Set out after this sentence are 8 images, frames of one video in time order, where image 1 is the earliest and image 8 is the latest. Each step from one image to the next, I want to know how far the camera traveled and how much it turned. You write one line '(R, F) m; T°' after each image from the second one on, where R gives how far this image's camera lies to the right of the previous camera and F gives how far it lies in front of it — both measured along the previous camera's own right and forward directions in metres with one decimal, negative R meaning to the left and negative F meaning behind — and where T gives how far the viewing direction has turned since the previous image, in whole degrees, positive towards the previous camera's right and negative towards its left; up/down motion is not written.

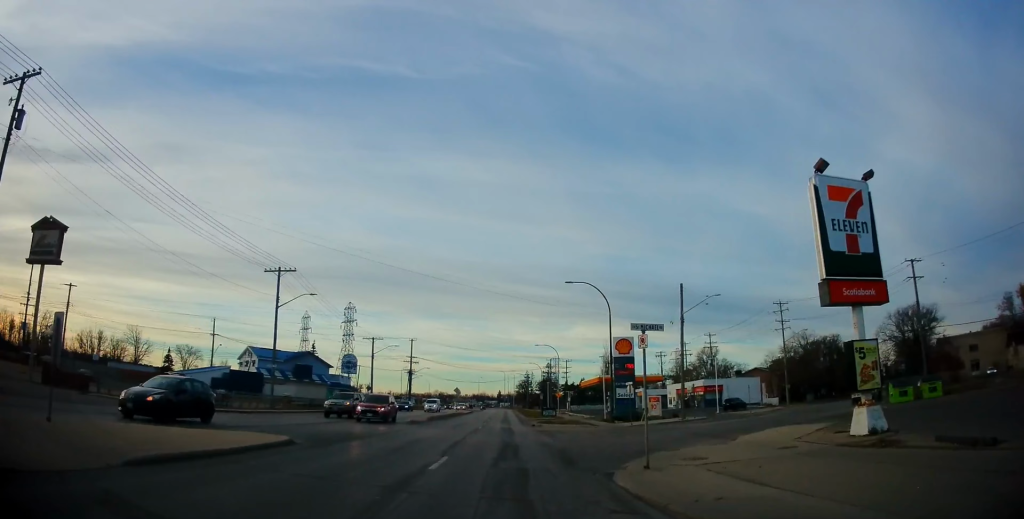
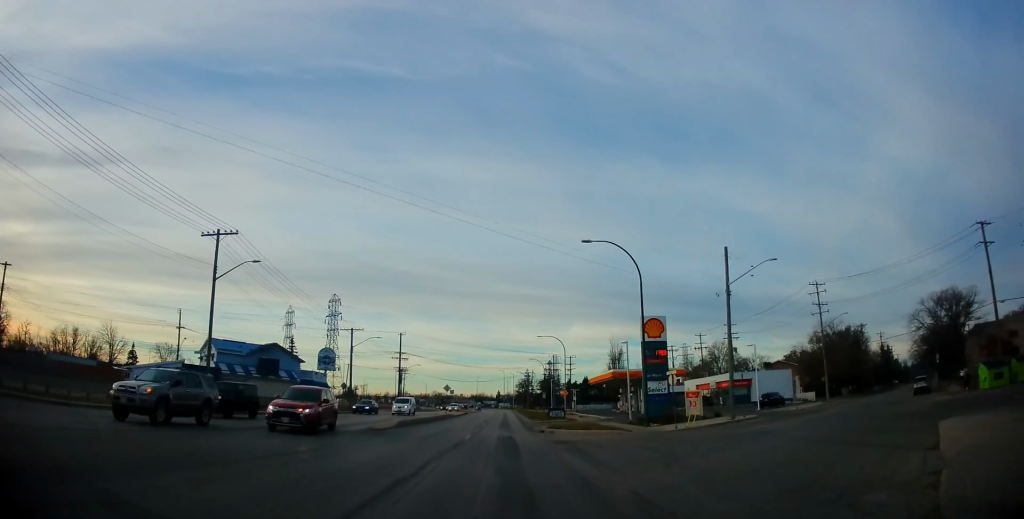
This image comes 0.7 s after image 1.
(+0.2, +11.0) m; 0°
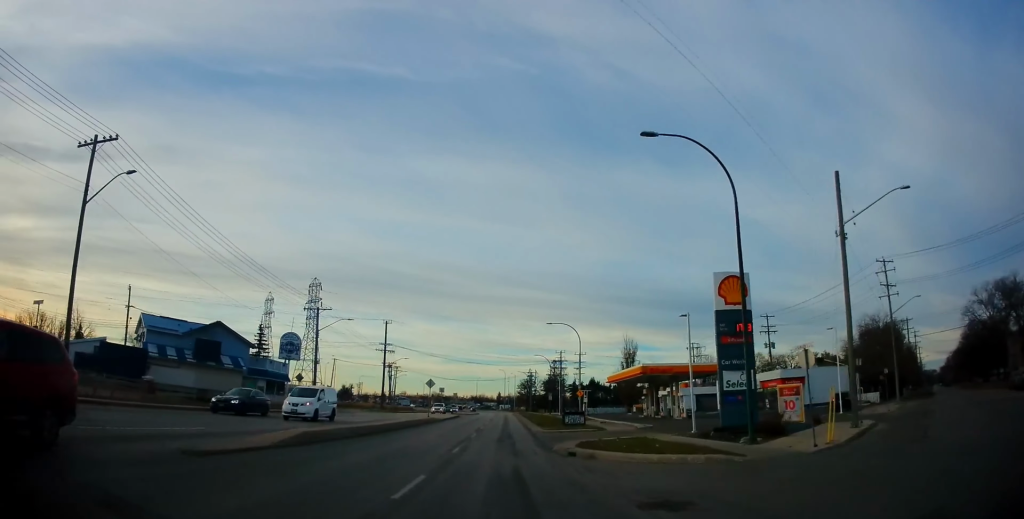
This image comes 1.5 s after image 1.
(-0.3, +14.2) m; -1°
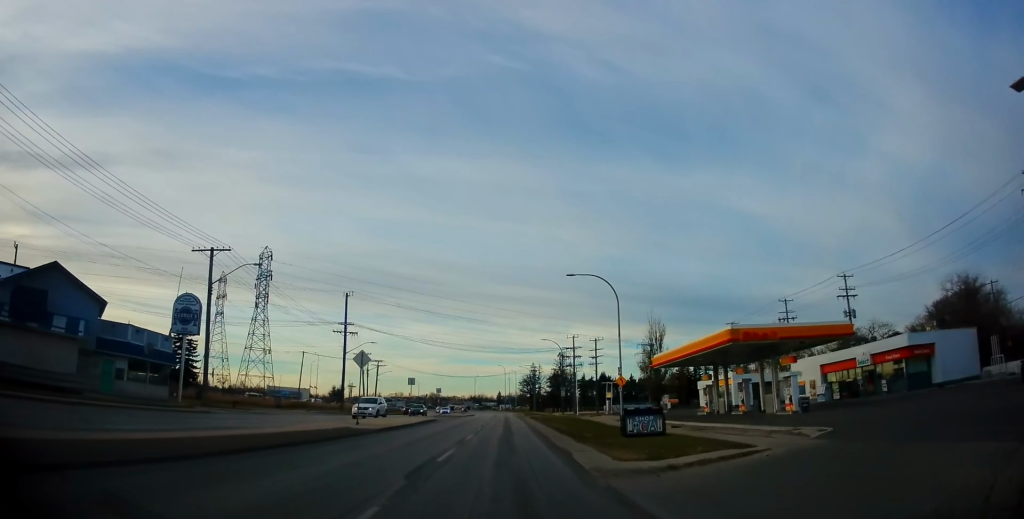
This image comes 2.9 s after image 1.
(+0.4, +22.4) m; +2°
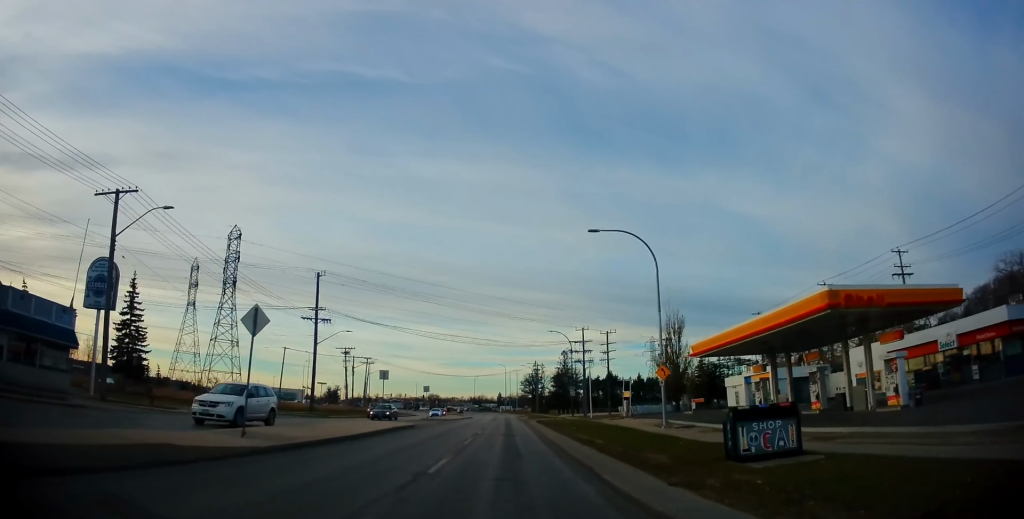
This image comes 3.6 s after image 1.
(+0.2, +11.1) m; 0°
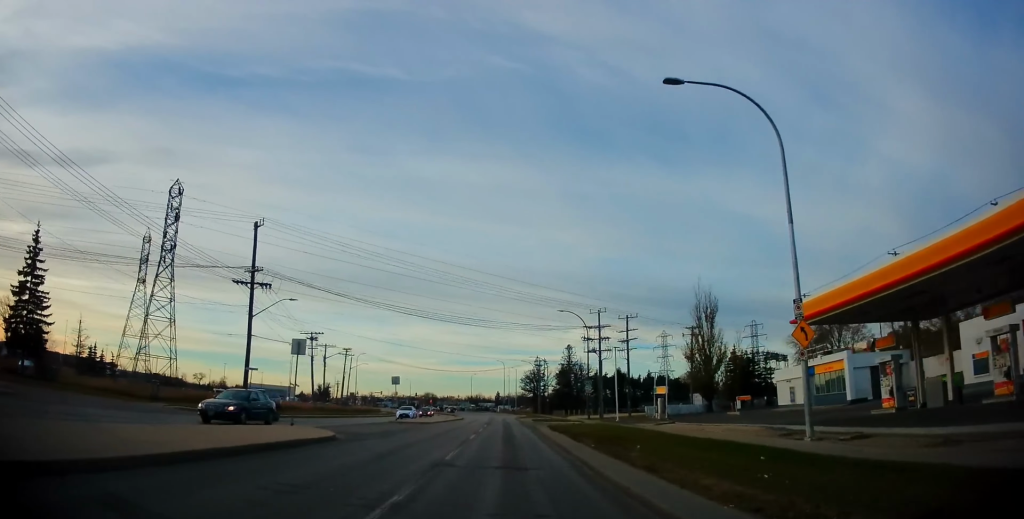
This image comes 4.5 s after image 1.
(-0.3, +15.5) m; 0°
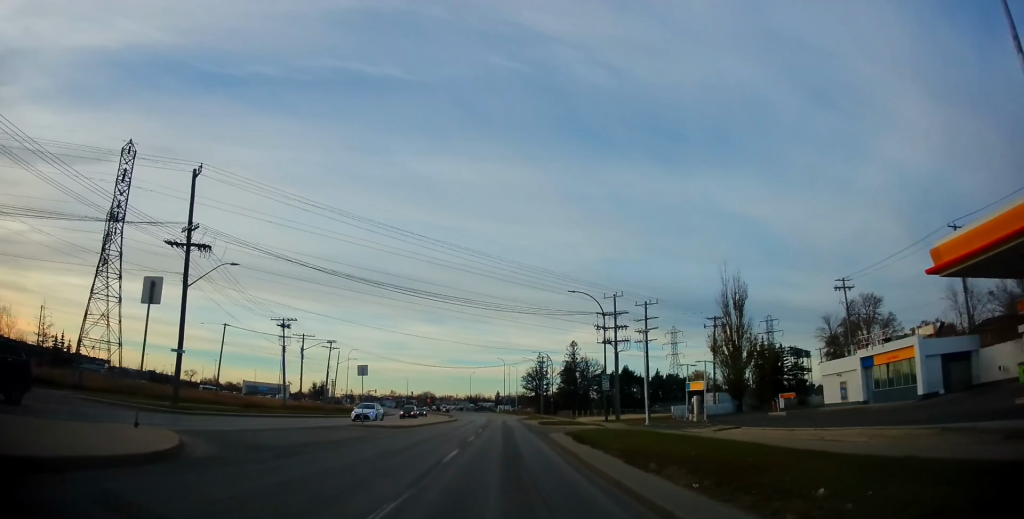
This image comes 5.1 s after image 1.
(+0.1, +9.8) m; 0°
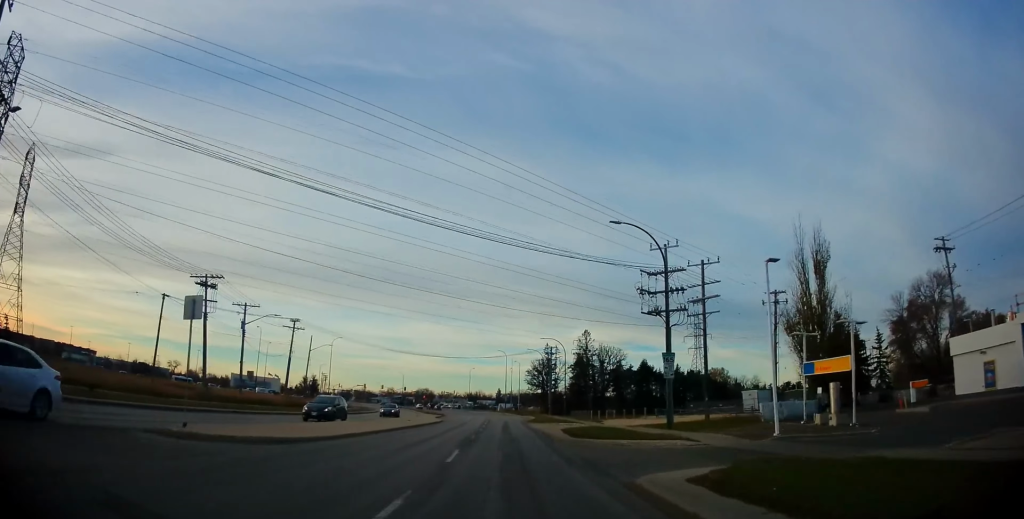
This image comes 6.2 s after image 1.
(-0.1, +18.2) m; -1°
